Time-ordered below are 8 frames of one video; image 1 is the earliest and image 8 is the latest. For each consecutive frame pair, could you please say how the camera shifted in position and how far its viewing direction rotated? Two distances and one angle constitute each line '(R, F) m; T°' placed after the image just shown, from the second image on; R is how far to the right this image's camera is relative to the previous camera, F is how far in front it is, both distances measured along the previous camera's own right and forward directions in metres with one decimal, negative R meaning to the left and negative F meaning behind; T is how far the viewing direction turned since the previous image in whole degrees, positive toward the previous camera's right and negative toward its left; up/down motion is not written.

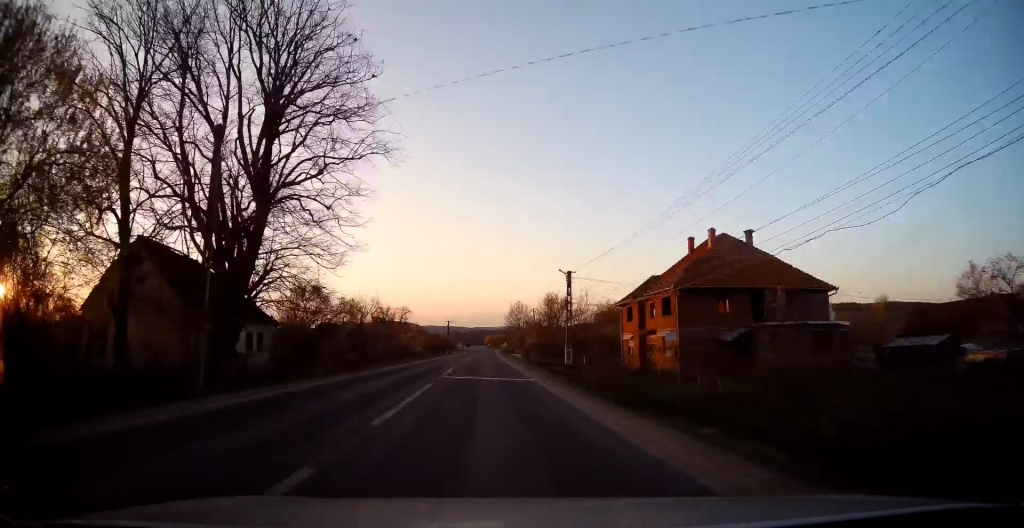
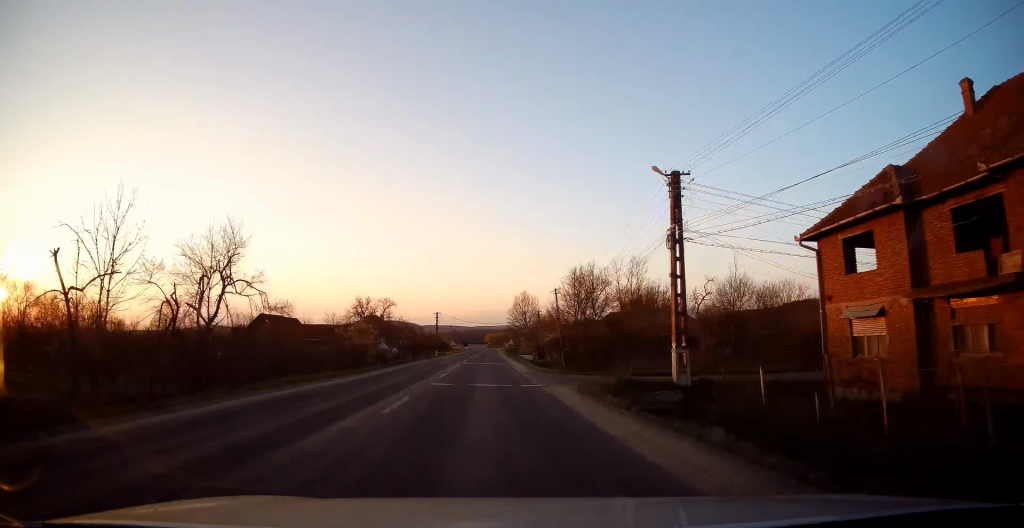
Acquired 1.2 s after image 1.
(+0.1, +28.5) m; -1°
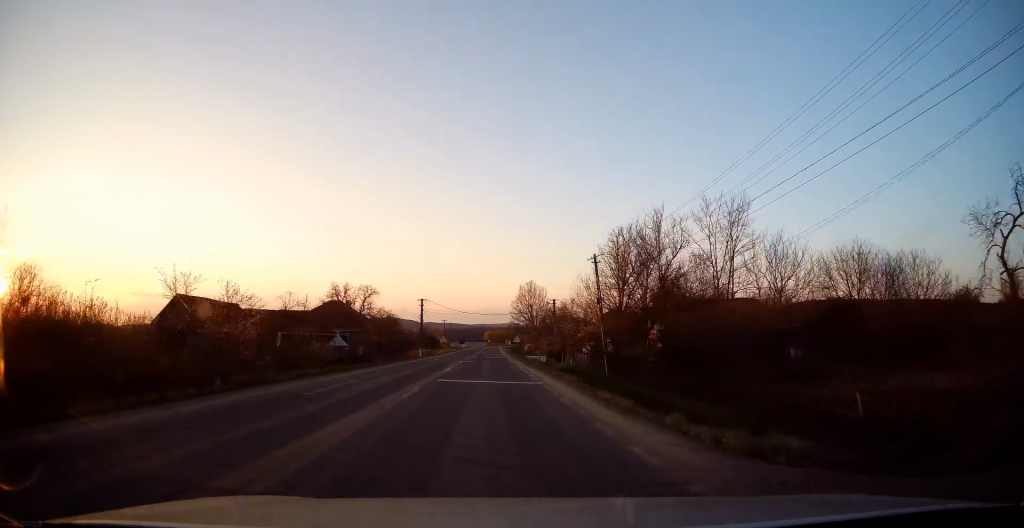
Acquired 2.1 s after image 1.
(-0.4, +22.0) m; 0°
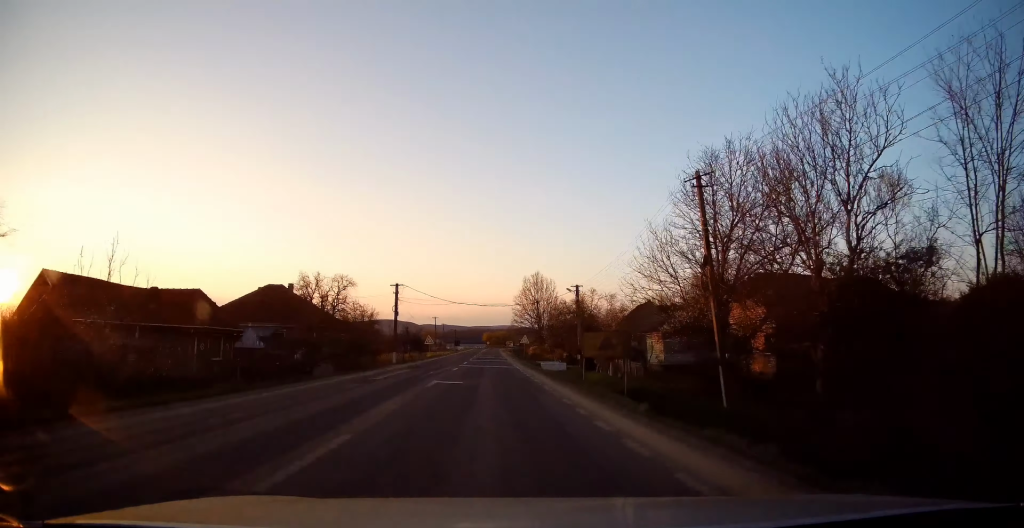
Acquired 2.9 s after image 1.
(+0.3, +19.5) m; +1°
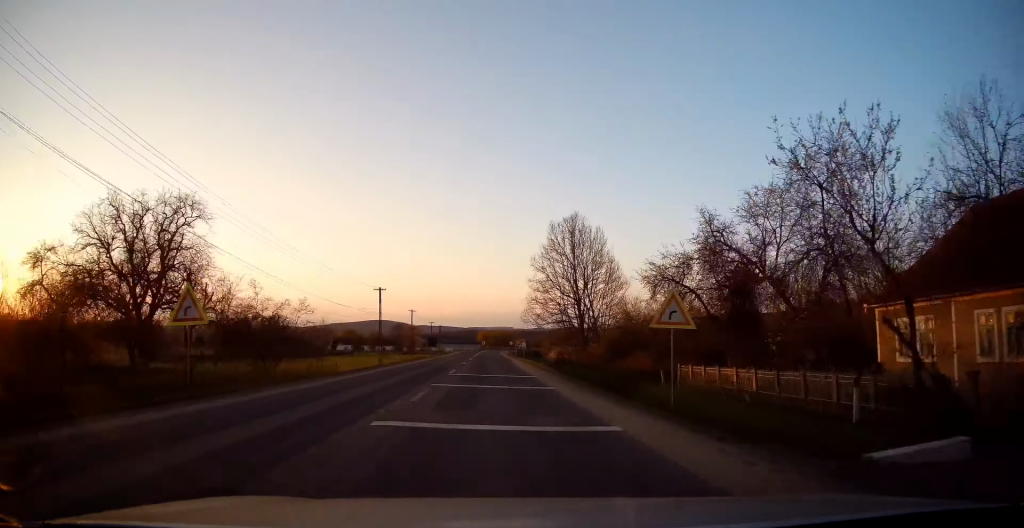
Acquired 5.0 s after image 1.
(0.0, +52.2) m; +1°
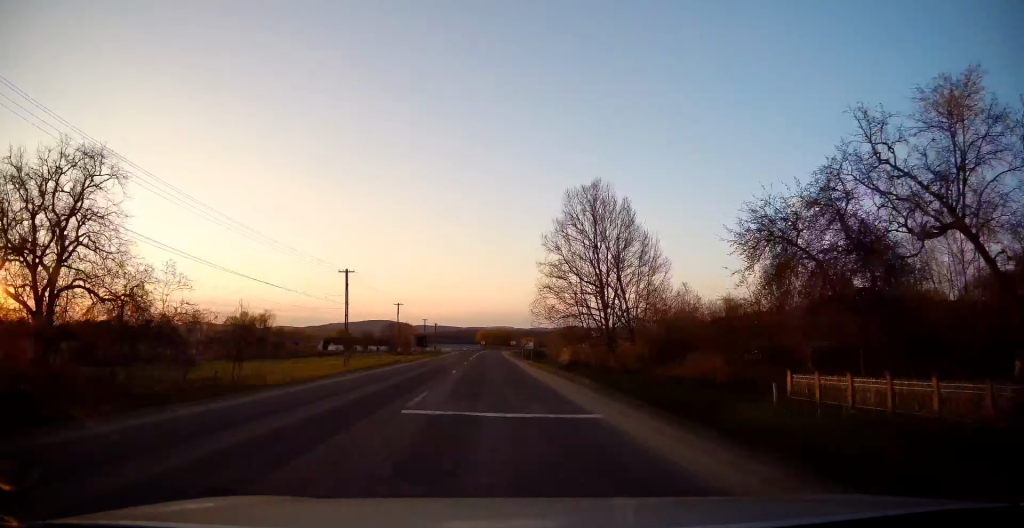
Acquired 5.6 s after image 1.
(+0.1, +12.8) m; 0°
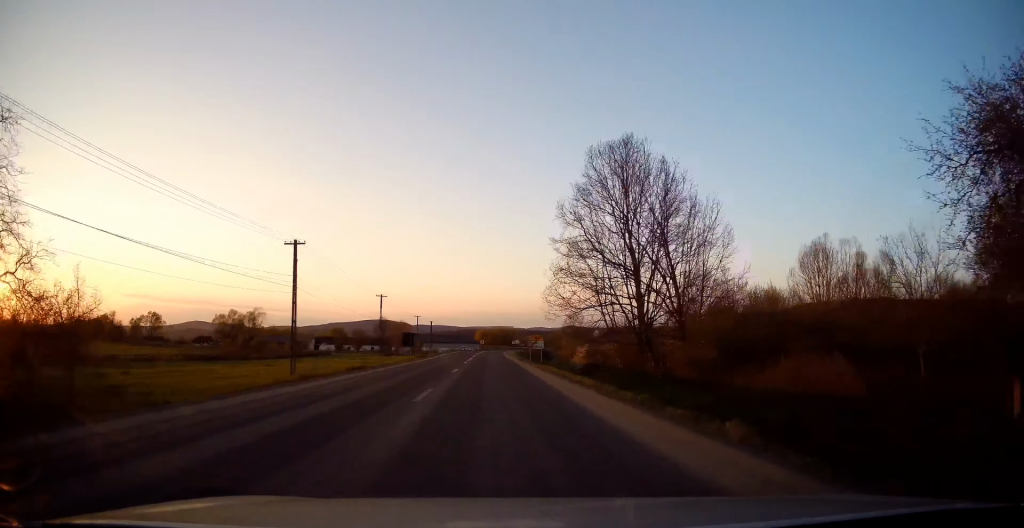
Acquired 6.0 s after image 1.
(+0.2, +11.1) m; 0°
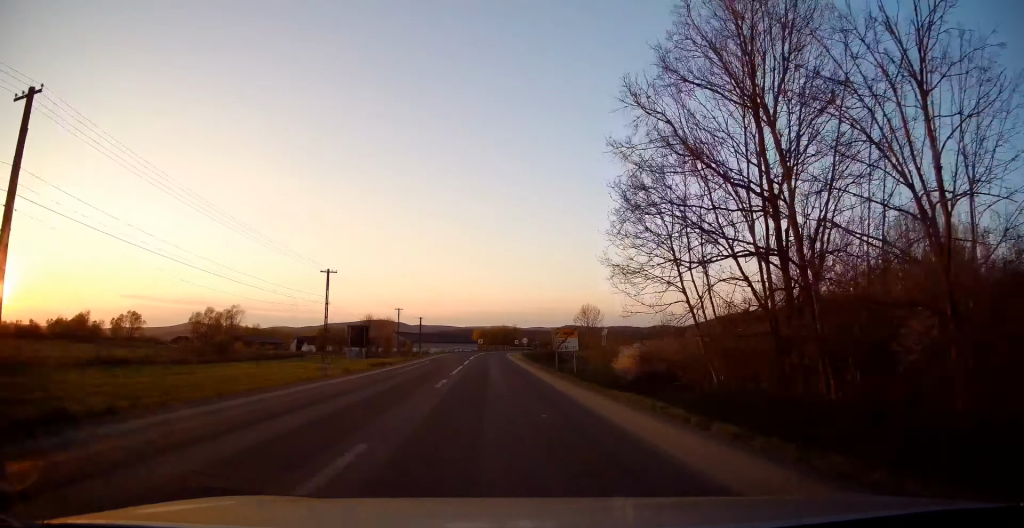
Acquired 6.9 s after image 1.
(-0.2, +19.8) m; 0°
